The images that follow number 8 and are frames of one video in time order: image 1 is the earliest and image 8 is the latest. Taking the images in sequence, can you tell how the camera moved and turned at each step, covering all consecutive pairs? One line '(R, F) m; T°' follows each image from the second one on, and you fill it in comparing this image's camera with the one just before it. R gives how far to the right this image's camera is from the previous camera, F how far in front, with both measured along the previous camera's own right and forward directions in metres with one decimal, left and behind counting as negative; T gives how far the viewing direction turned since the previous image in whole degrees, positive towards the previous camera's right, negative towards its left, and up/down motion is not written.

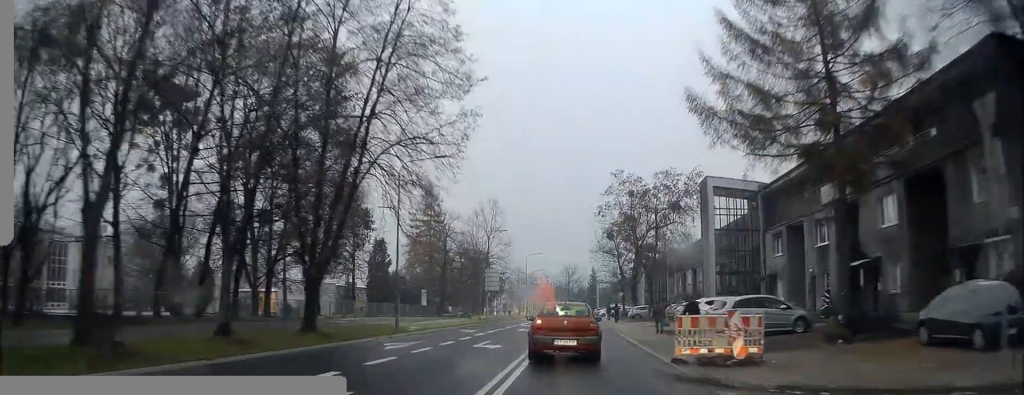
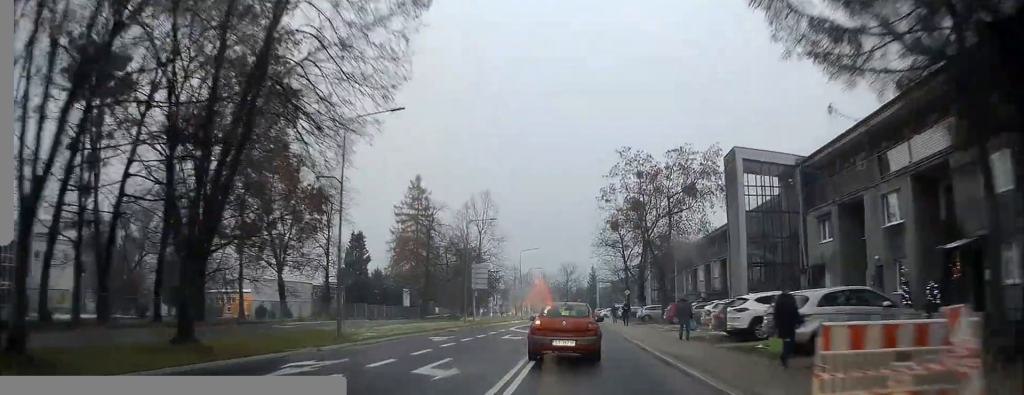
(-0.3, +8.3) m; 0°
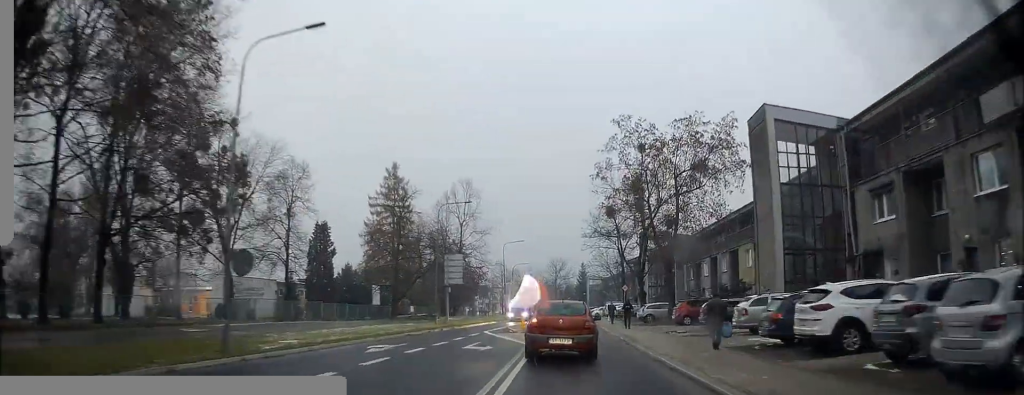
(+0.1, +8.0) m; 0°
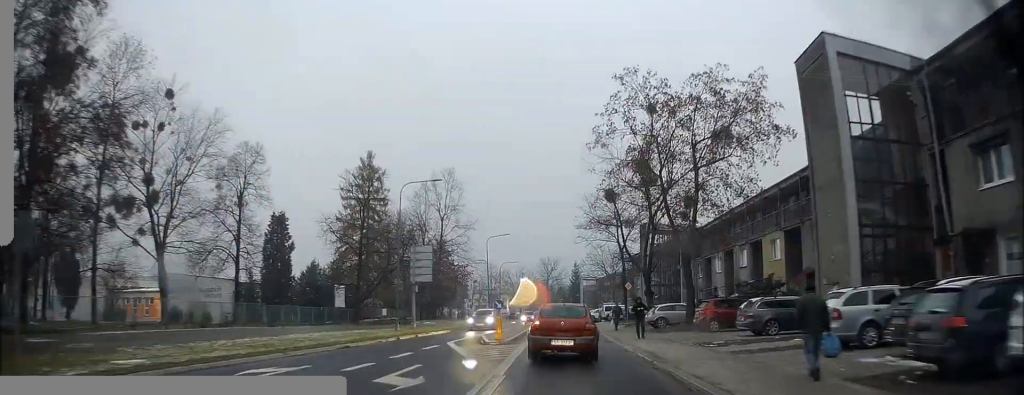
(0.0, +9.0) m; 0°
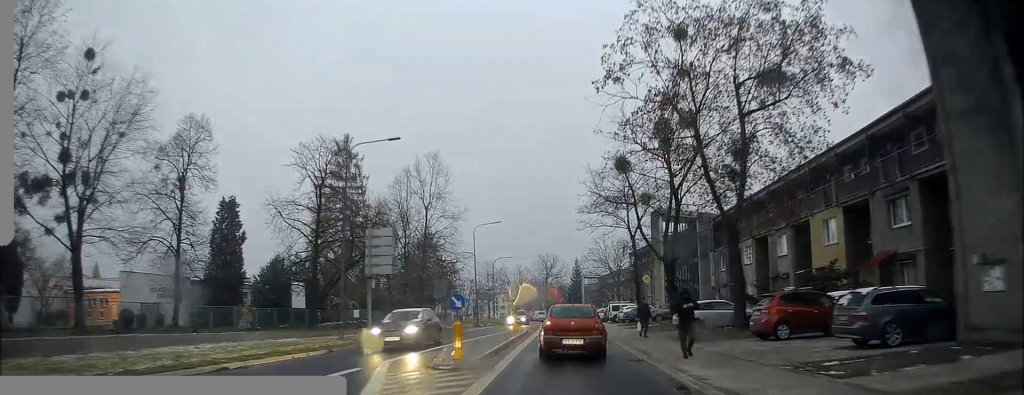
(-0.1, +9.6) m; 0°
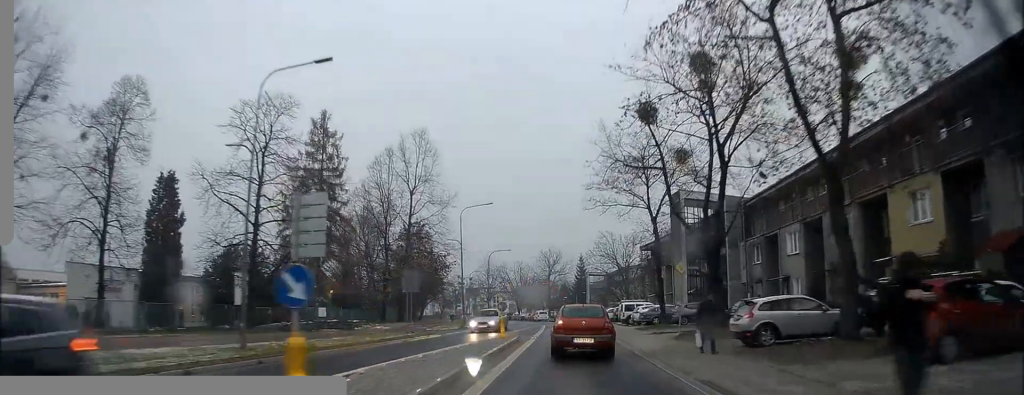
(+0.2, +9.2) m; 0°
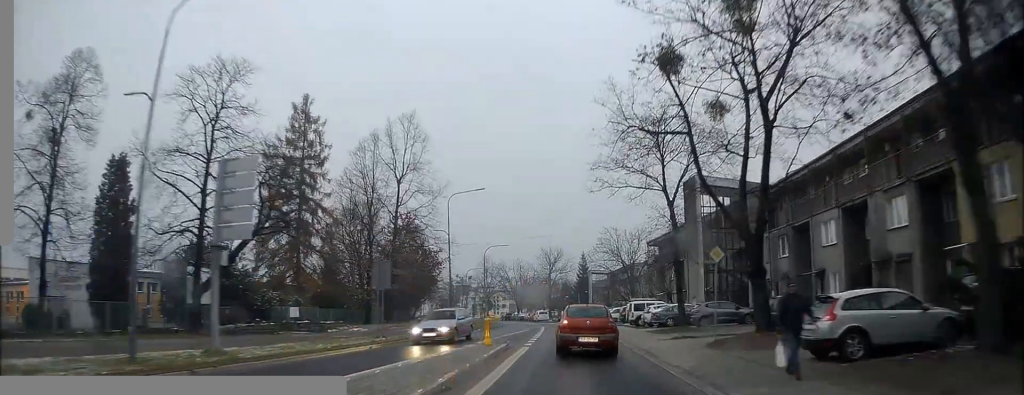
(-0.1, +5.5) m; -1°
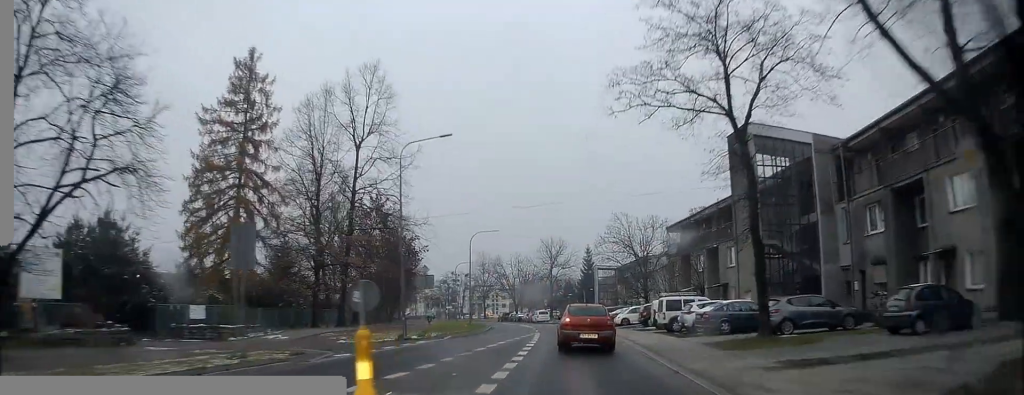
(0.0, +12.5) m; 0°
